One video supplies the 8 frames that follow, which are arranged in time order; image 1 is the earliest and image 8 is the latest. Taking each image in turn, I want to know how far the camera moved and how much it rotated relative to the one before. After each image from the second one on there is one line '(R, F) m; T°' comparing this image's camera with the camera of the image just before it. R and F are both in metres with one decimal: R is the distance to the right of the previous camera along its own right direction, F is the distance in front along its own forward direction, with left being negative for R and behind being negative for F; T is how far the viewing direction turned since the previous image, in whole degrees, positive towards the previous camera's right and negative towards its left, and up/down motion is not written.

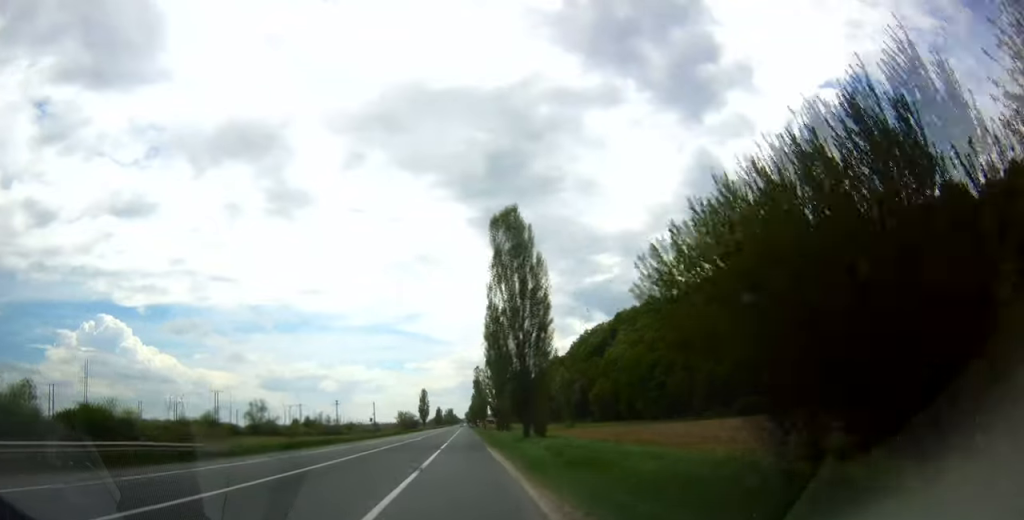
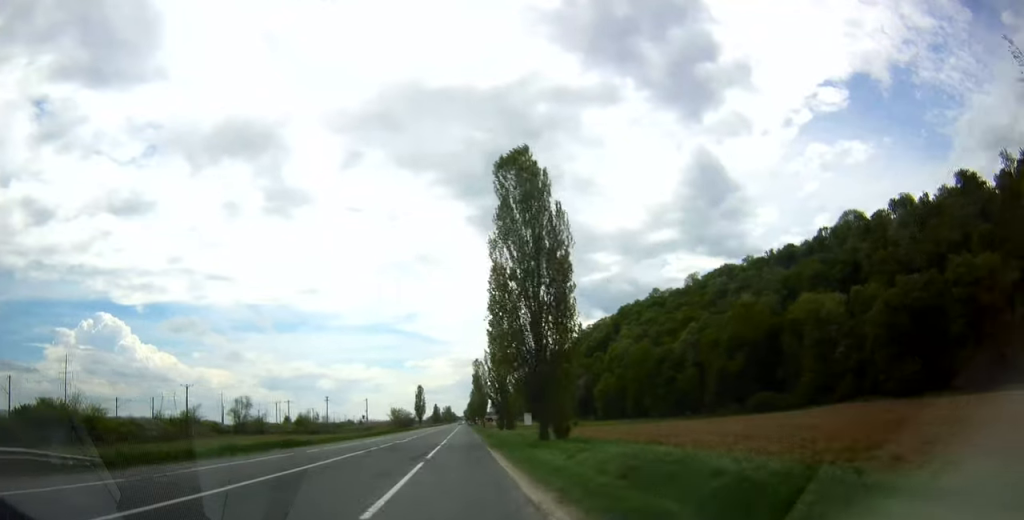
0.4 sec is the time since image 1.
(-0.1, +11.4) m; +1°
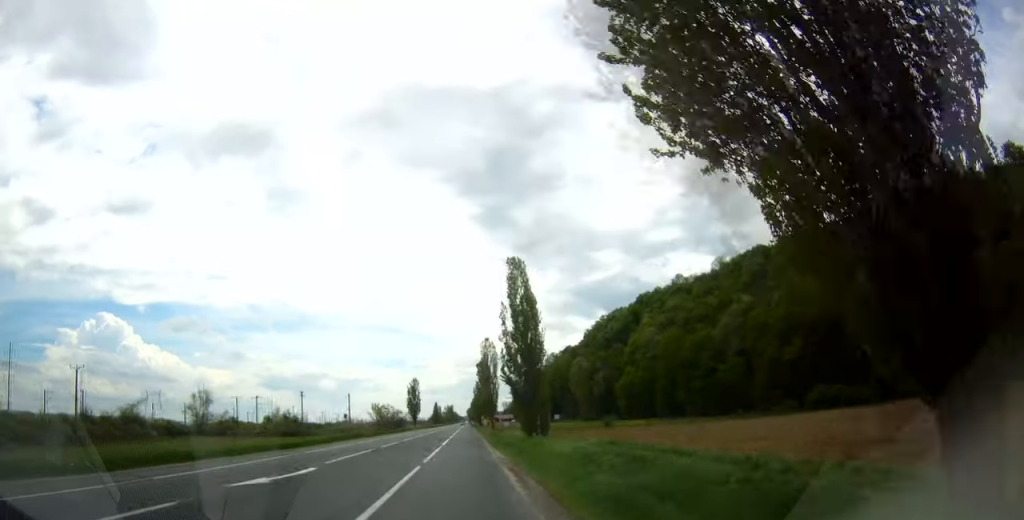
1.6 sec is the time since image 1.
(+0.6, +31.1) m; +2°
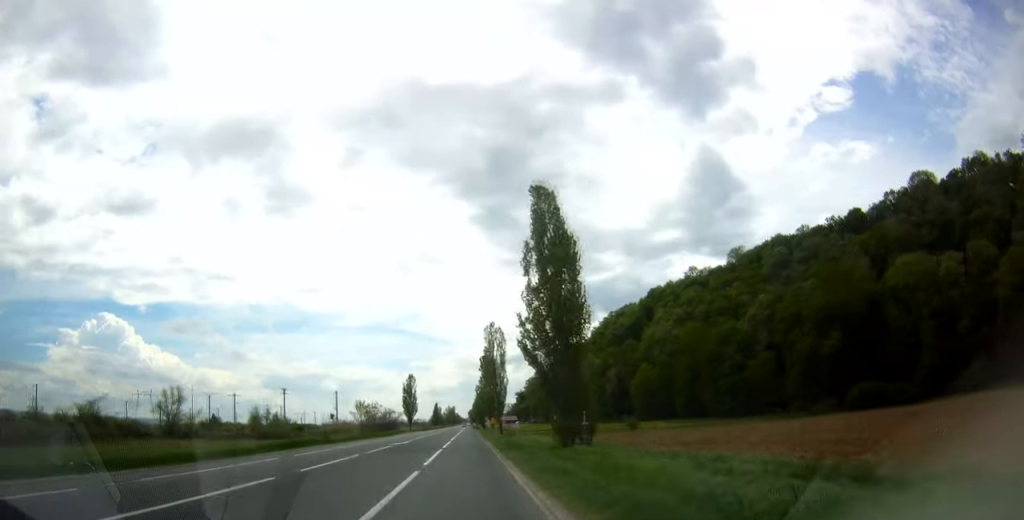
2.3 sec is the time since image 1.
(0.0, +16.5) m; 0°
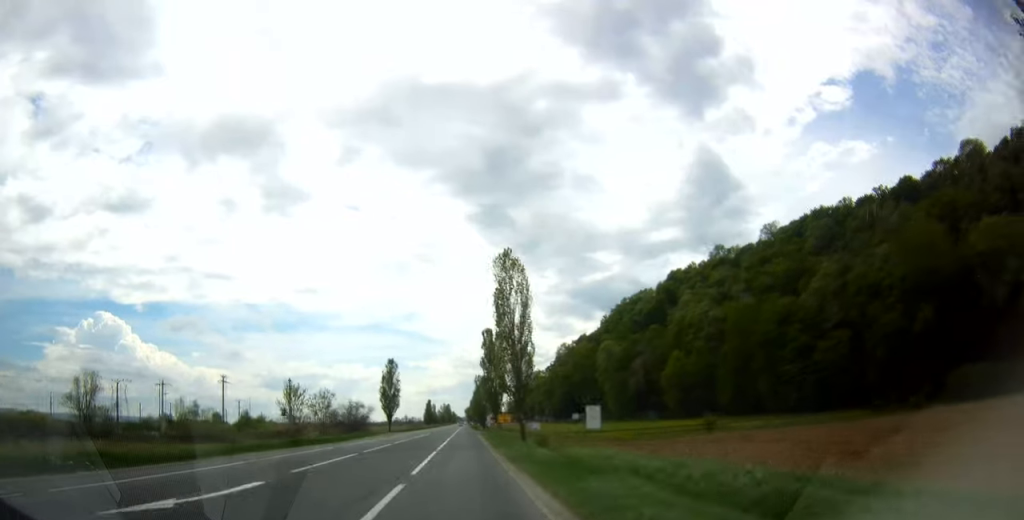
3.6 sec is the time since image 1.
(0.0, +33.9) m; 0°
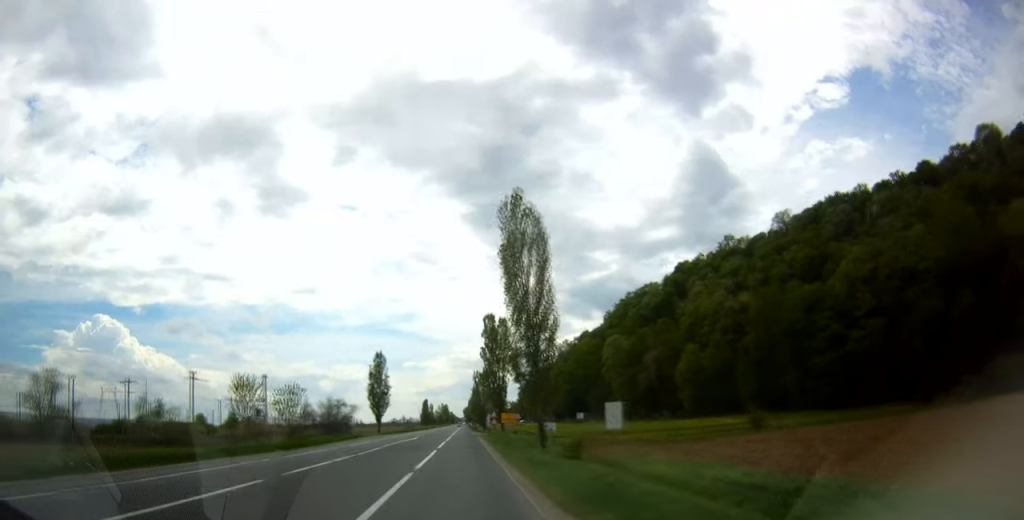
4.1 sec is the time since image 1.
(0.0, +12.2) m; 0°
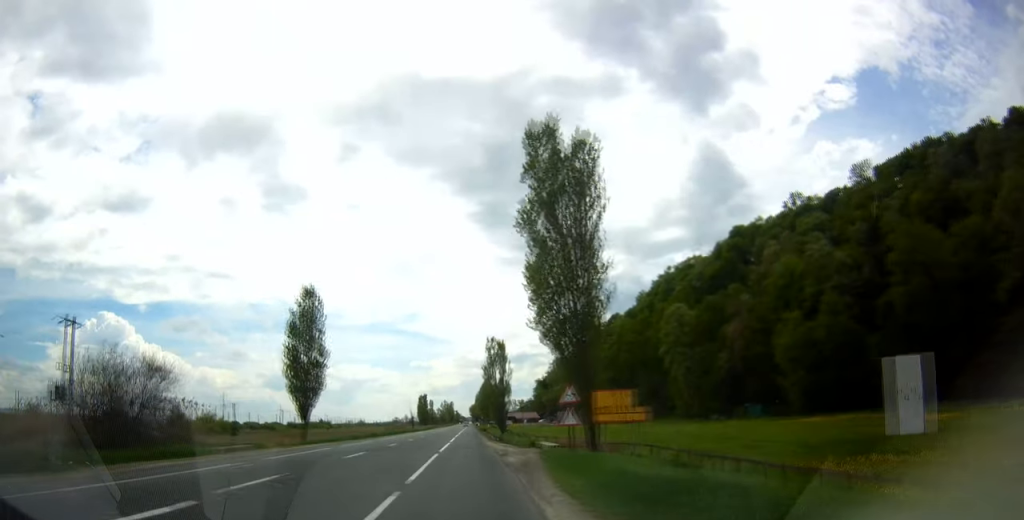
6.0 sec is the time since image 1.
(-0.1, +49.0) m; 0°
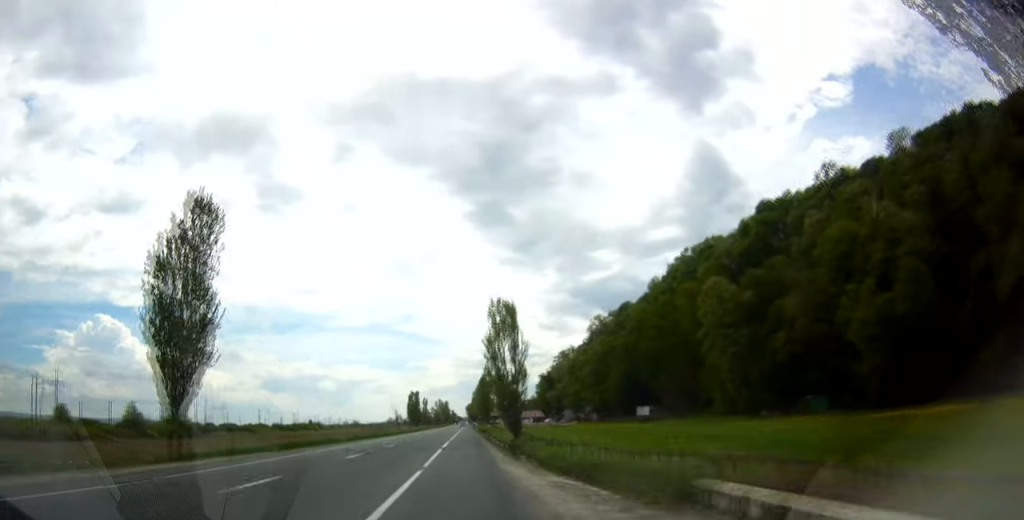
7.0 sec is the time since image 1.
(+0.1, +23.6) m; 0°
